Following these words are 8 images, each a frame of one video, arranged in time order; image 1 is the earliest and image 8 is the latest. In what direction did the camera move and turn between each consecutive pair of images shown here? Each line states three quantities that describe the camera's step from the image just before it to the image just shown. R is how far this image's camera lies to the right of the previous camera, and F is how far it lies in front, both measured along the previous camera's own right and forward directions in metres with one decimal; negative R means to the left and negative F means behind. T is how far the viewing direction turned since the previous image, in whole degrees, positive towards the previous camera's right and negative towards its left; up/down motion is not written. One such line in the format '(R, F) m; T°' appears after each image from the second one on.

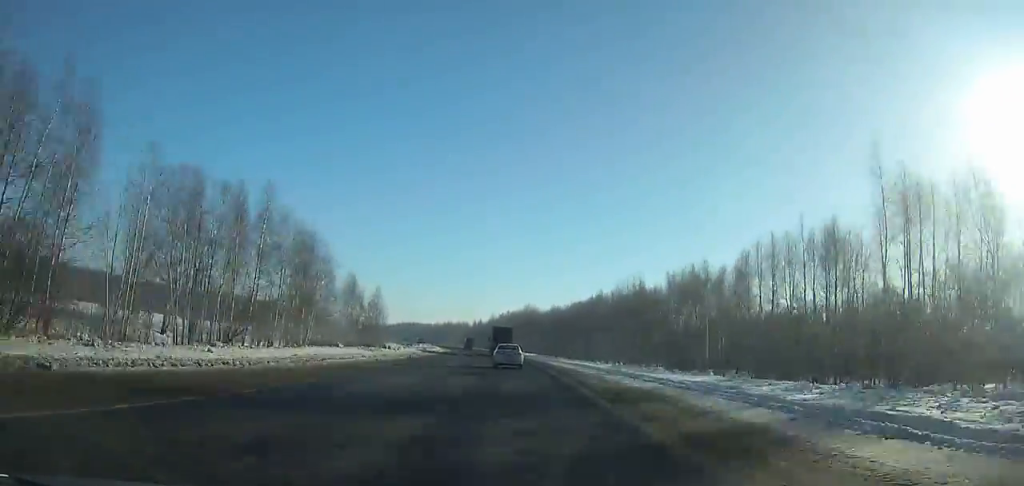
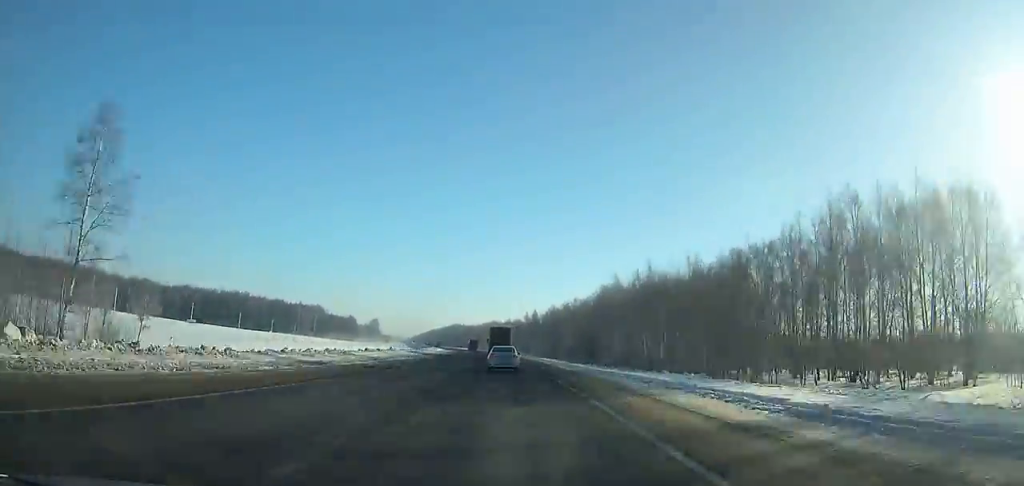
(-5.3, +110.6) m; -5°
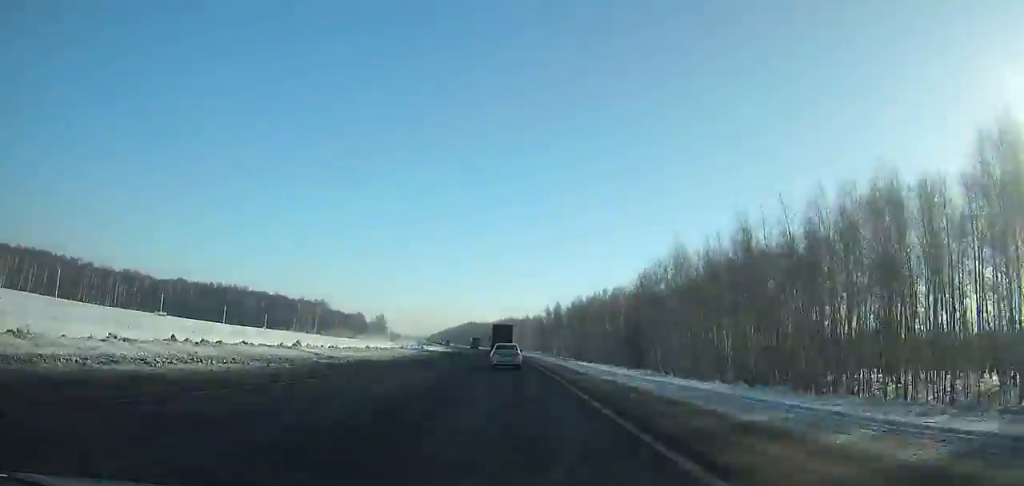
(-0.2, +34.6) m; -2°
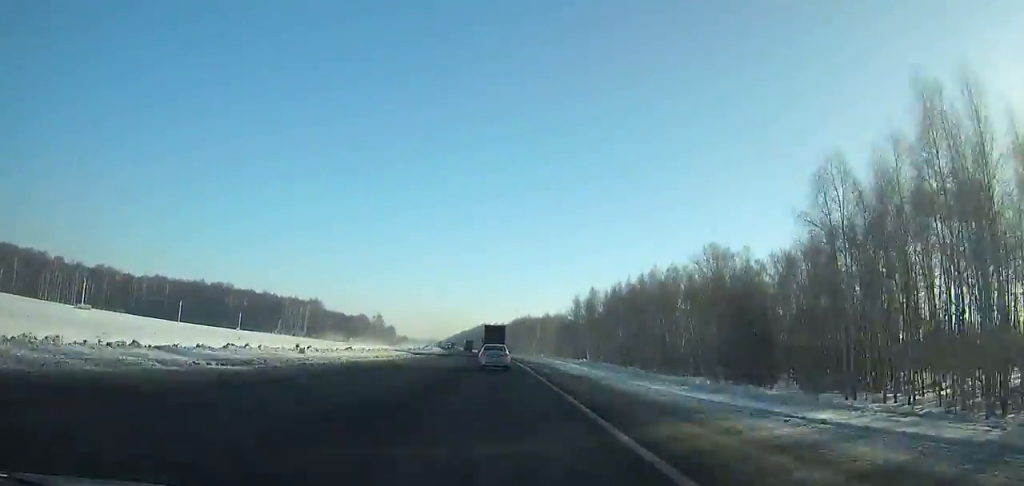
(-0.9, +50.6) m; -2°
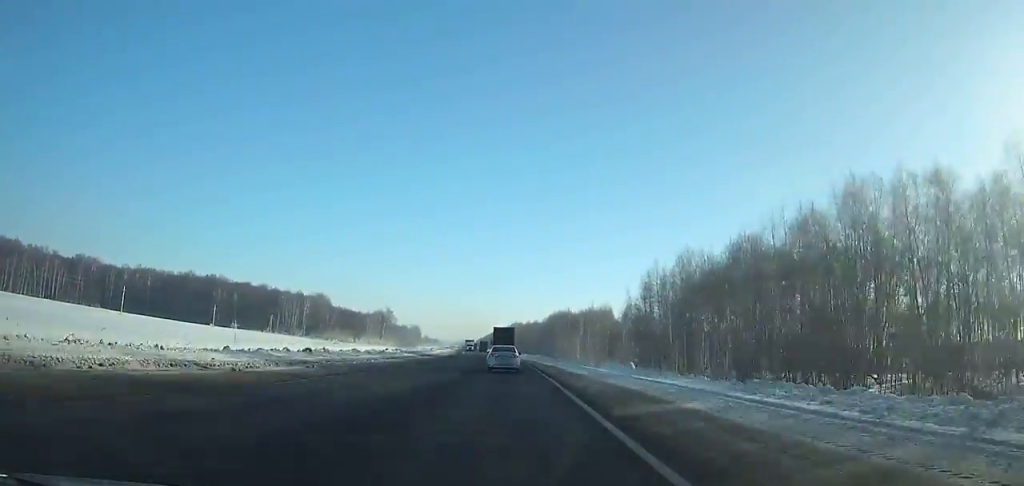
(-1.5, +52.8) m; -3°
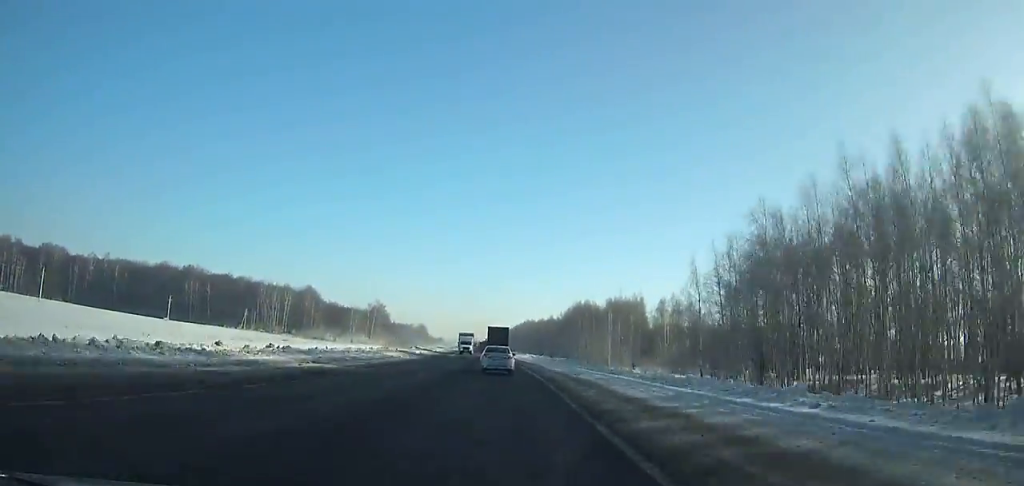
(-0.5, +39.1) m; -2°
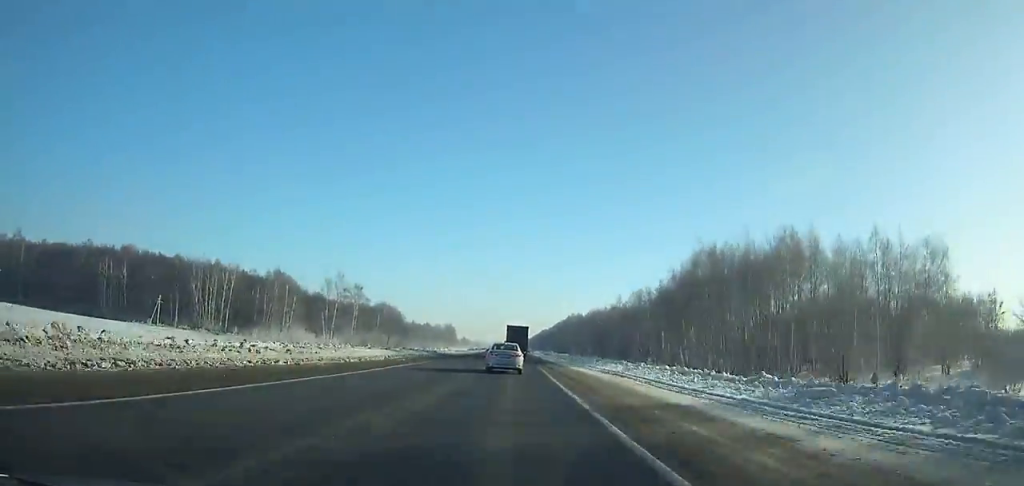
(-2.4, +86.8) m; -2°
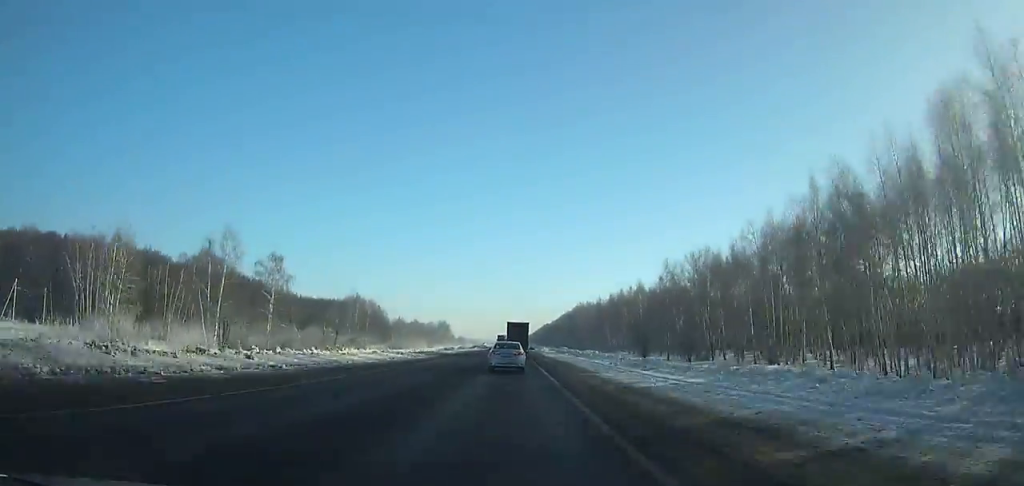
(-0.2, +54.7) m; 0°
